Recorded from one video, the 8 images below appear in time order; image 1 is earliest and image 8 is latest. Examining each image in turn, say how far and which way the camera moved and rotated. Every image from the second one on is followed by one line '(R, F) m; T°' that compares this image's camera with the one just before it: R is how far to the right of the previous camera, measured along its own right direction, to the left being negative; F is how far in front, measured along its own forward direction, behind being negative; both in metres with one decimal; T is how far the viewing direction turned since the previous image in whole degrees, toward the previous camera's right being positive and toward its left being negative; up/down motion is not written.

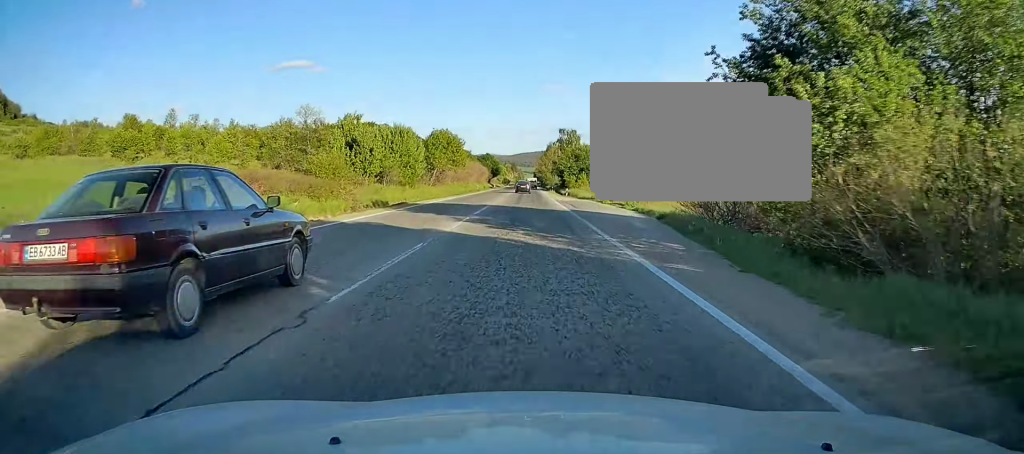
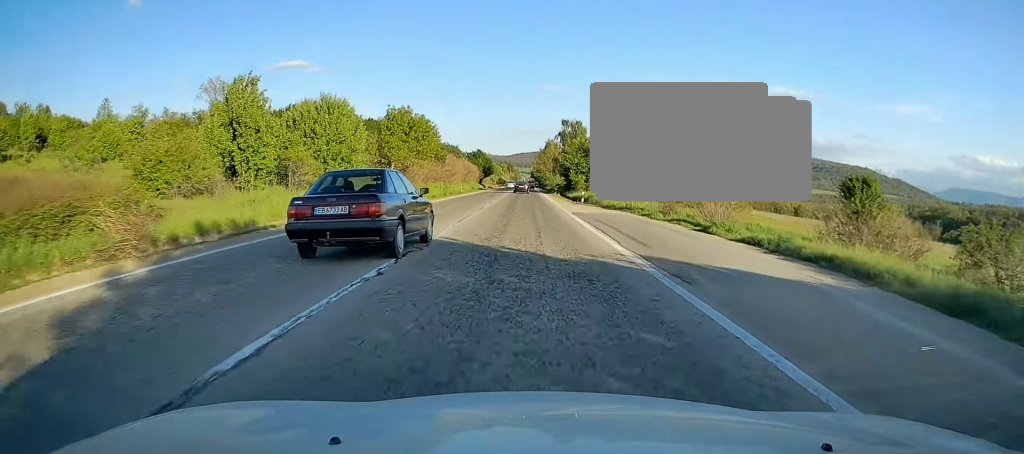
(-0.2, +20.4) m; -1°
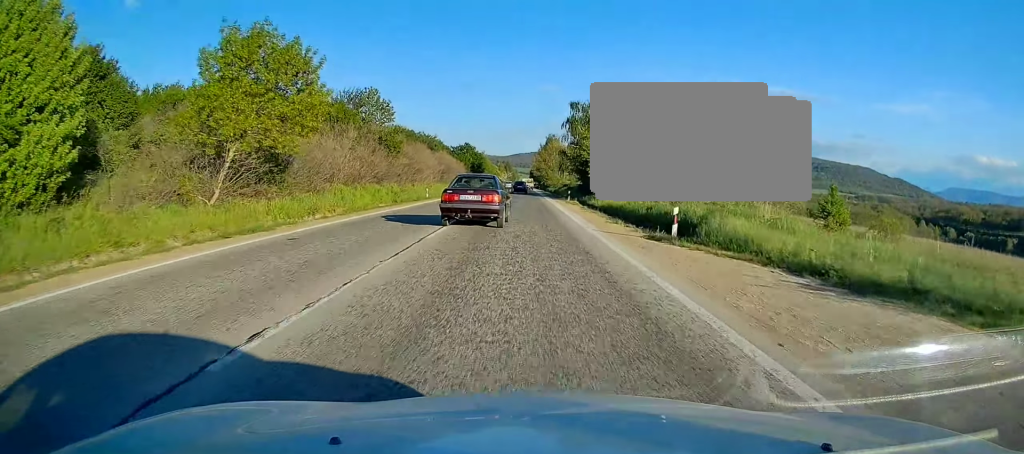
(0.0, +26.3) m; +1°
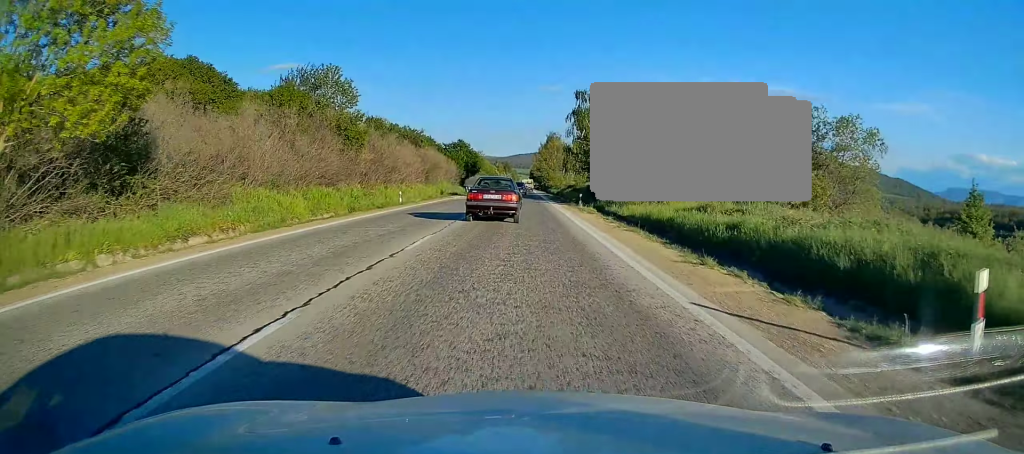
(+0.2, +11.1) m; 0°
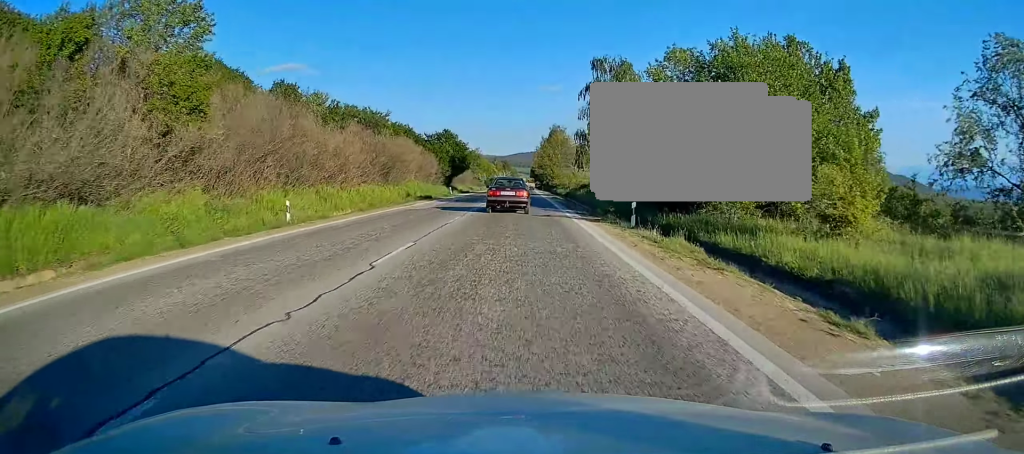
(+0.1, +19.9) m; 0°
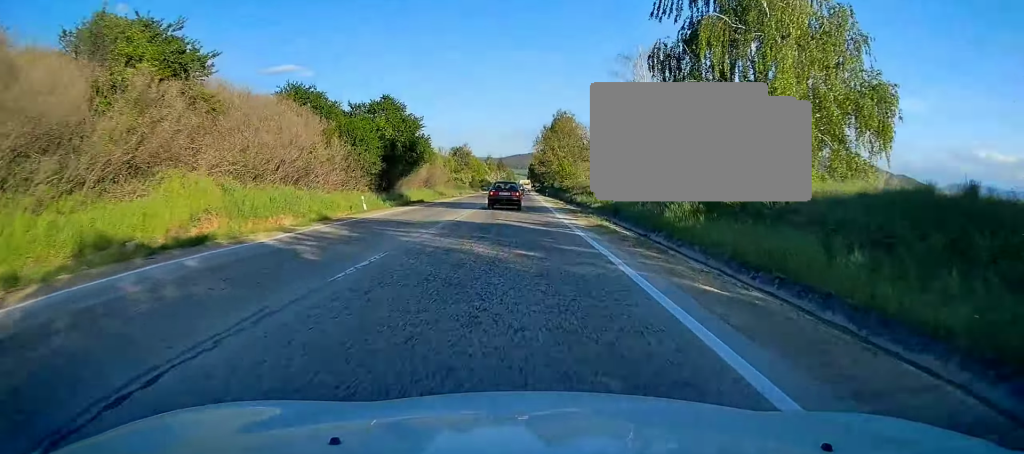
(-0.7, +37.0) m; -1°
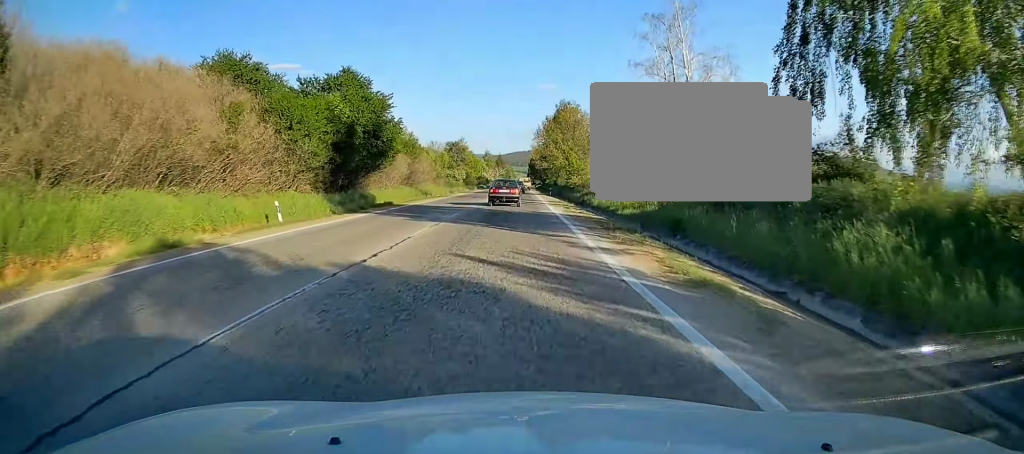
(+0.2, +12.0) m; +1°
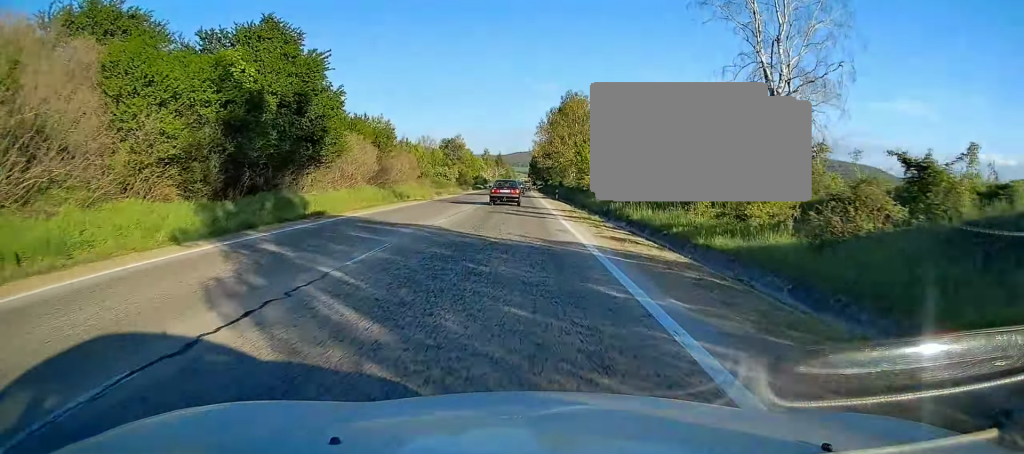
(+0.1, +13.5) m; 0°
